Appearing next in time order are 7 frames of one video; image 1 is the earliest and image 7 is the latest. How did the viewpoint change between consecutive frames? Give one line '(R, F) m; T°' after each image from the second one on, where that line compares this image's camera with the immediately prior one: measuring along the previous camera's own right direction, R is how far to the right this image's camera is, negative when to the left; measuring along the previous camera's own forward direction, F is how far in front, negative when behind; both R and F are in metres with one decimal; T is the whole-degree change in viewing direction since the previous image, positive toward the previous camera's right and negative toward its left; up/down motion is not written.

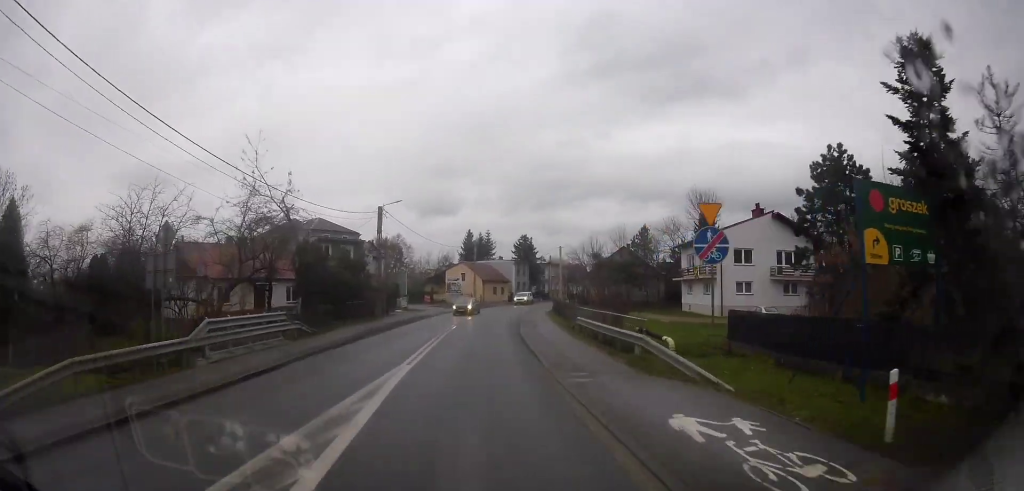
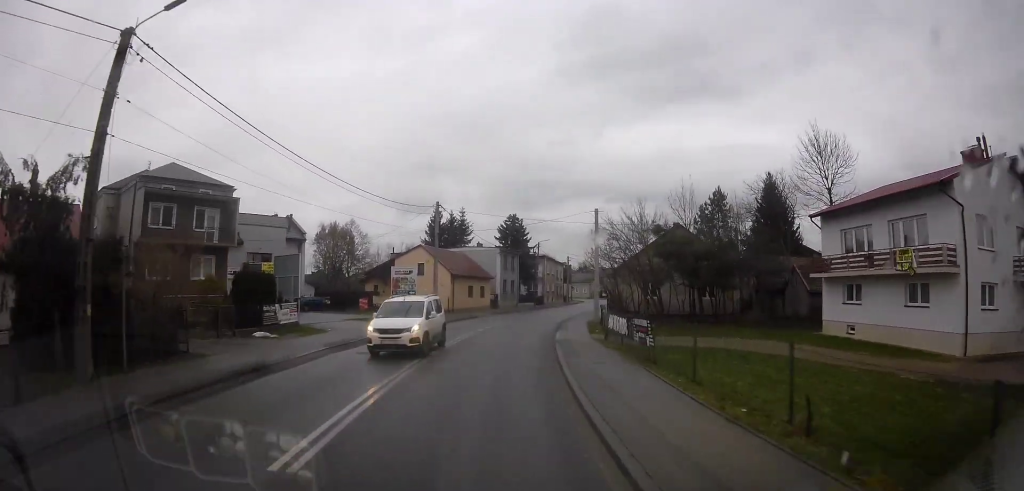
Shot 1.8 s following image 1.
(-0.8, +26.4) m; +1°
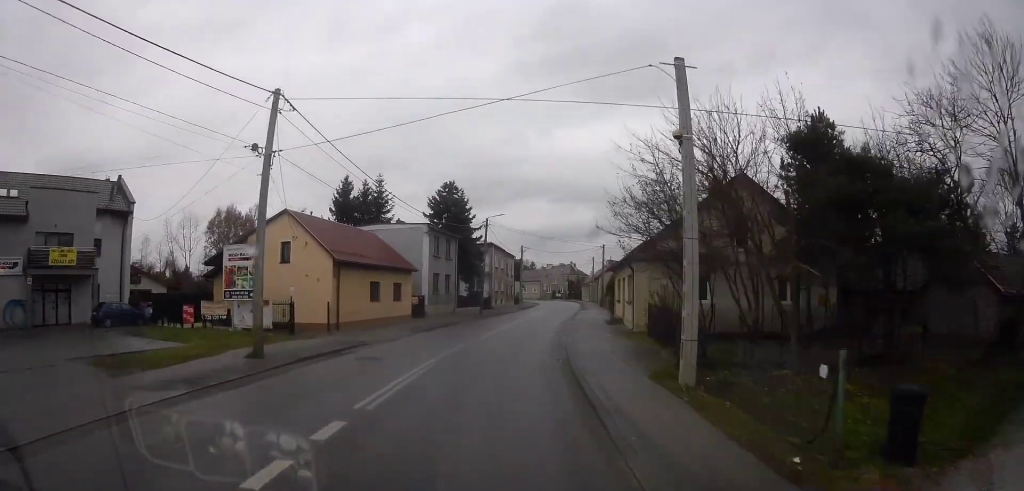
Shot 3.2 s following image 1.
(+0.6, +20.4) m; +1°
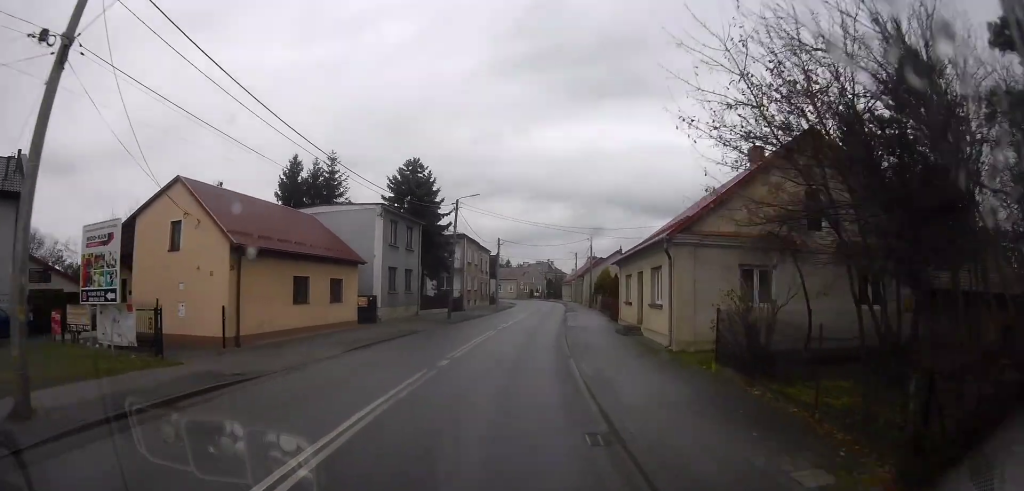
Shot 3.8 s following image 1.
(-0.3, +8.3) m; 0°
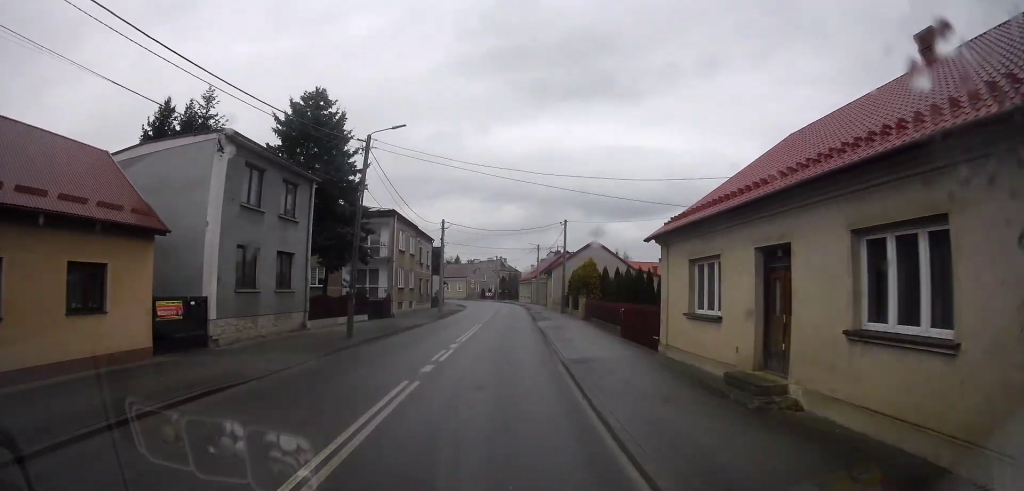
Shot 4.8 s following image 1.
(+0.8, +14.5) m; +8°
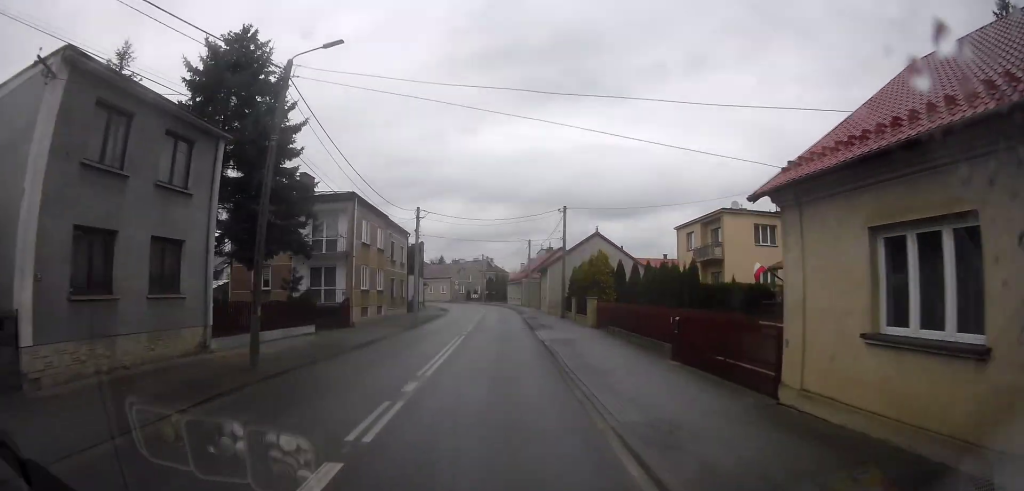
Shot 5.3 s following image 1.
(+0.4, +7.6) m; +5°
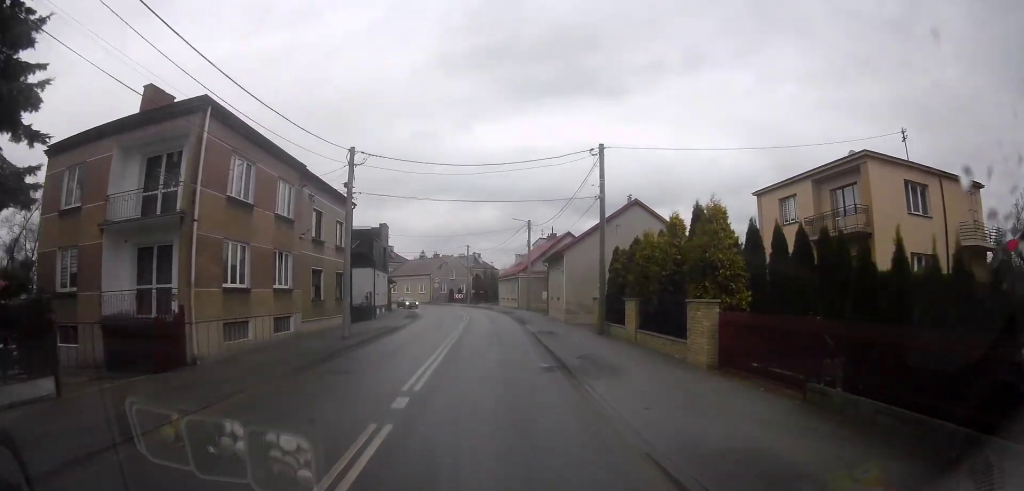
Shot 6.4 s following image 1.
(+1.3, +15.6) m; +6°
